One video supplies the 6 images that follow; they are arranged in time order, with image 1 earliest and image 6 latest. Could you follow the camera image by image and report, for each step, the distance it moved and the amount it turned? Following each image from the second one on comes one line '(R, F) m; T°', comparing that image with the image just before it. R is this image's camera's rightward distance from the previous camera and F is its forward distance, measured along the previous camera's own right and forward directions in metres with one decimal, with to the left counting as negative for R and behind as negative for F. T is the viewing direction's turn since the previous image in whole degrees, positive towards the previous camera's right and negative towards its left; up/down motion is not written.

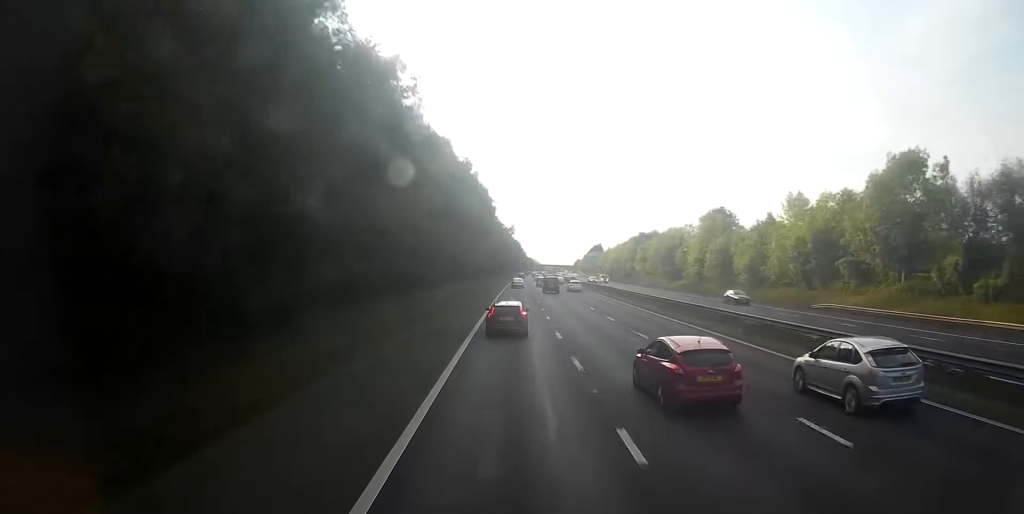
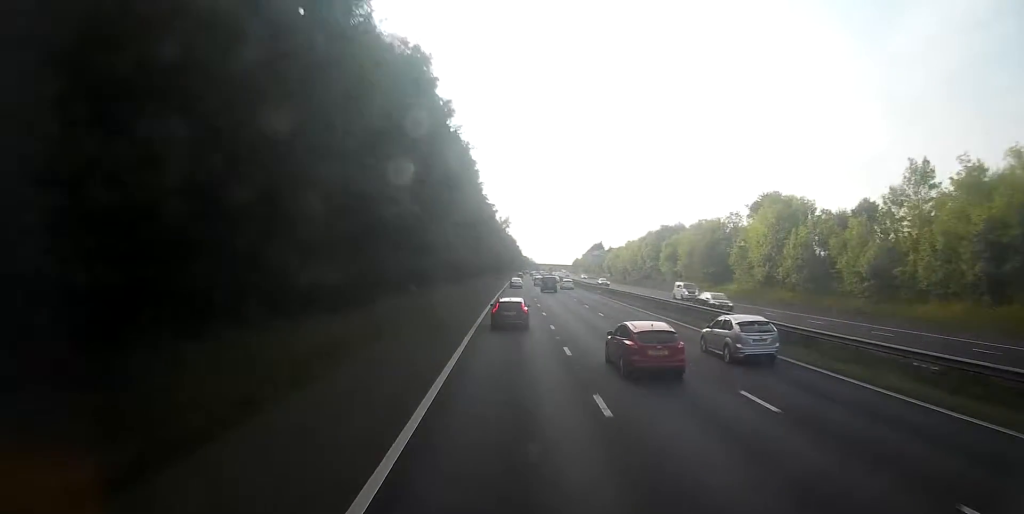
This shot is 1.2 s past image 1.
(0.0, +31.8) m; 0°
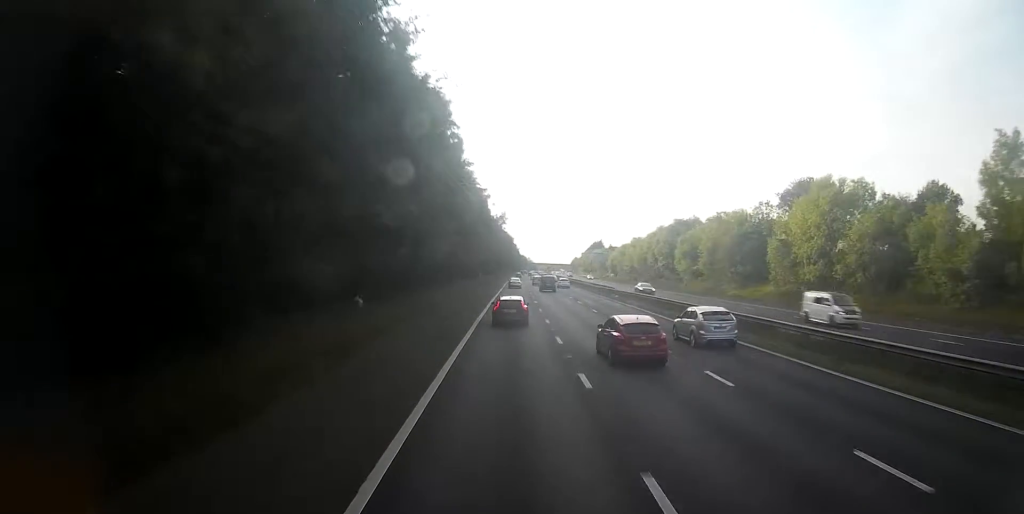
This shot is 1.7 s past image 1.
(0.0, +14.5) m; 0°
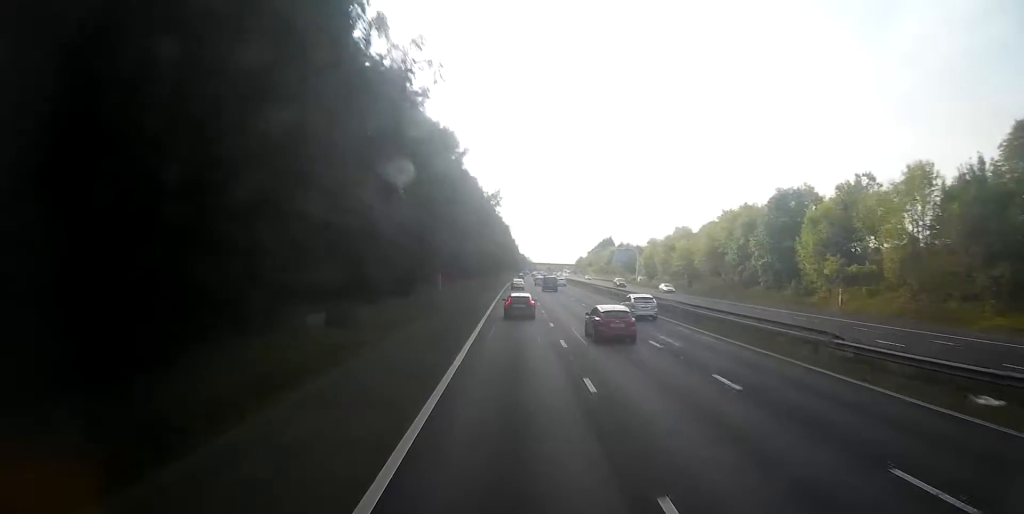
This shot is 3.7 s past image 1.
(+0.8, +53.6) m; +1°
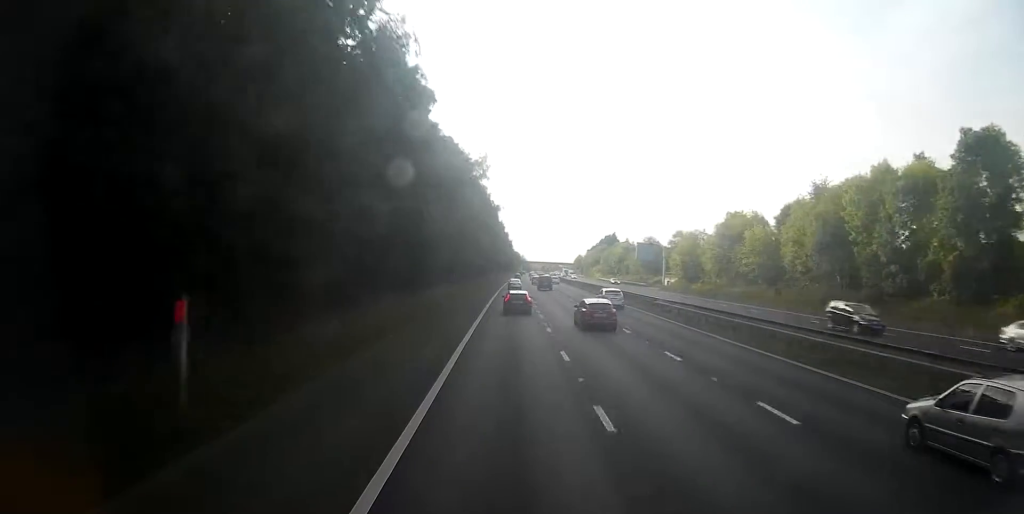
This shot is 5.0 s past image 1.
(-0.2, +37.3) m; 0°
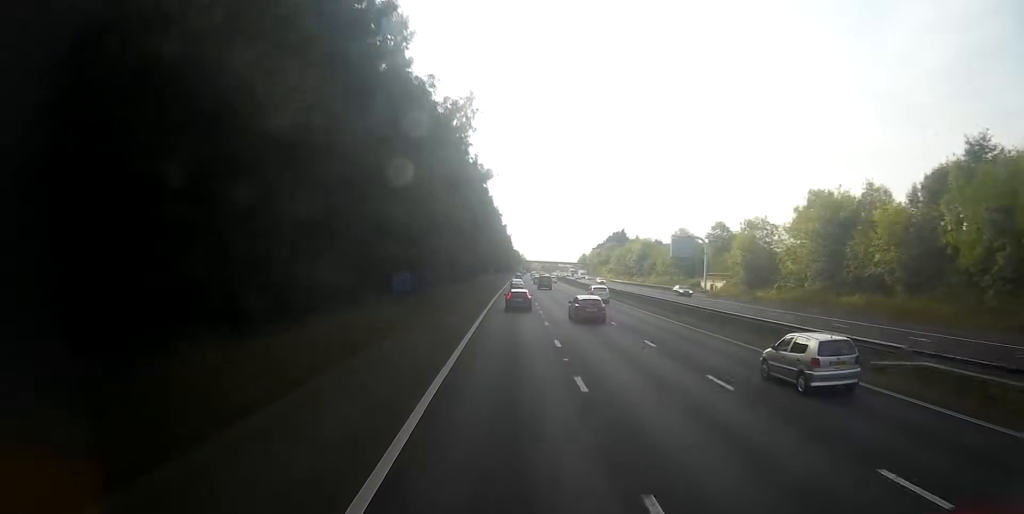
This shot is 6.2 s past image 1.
(+0.2, +31.0) m; 0°
